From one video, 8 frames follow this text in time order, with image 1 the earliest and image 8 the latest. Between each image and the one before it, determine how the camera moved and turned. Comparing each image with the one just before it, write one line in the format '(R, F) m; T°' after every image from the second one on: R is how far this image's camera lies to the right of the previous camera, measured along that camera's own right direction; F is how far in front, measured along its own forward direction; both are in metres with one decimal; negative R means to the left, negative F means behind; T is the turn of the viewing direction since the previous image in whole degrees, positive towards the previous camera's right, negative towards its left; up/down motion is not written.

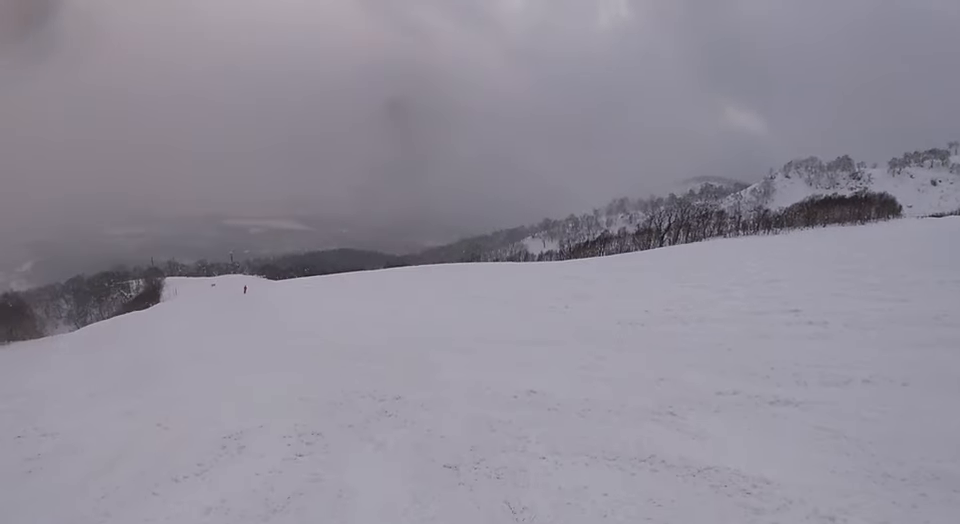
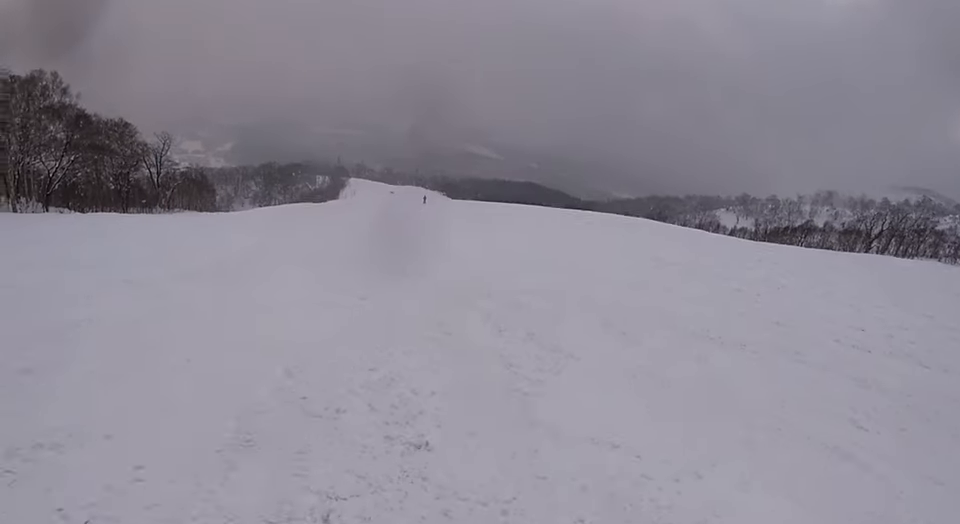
(-0.5, +5.2) m; -10°
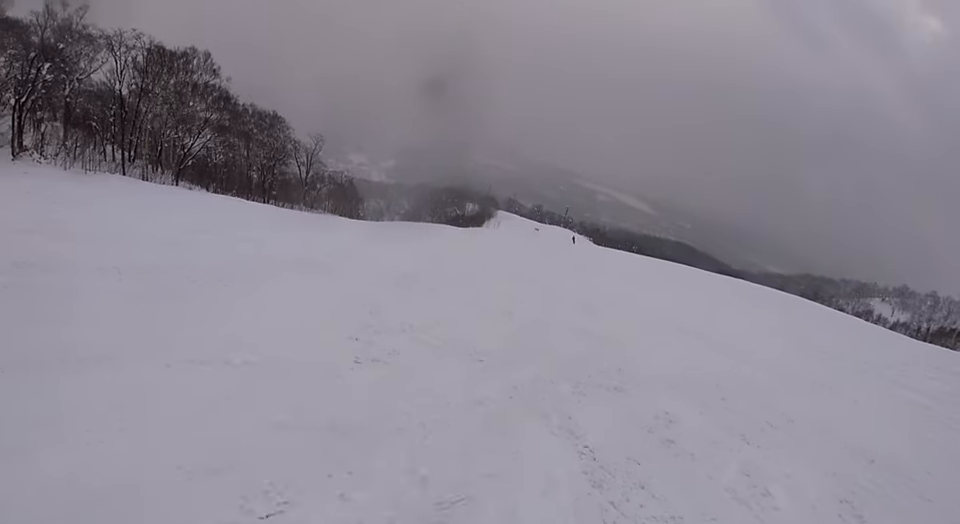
(-0.6, +6.2) m; -8°
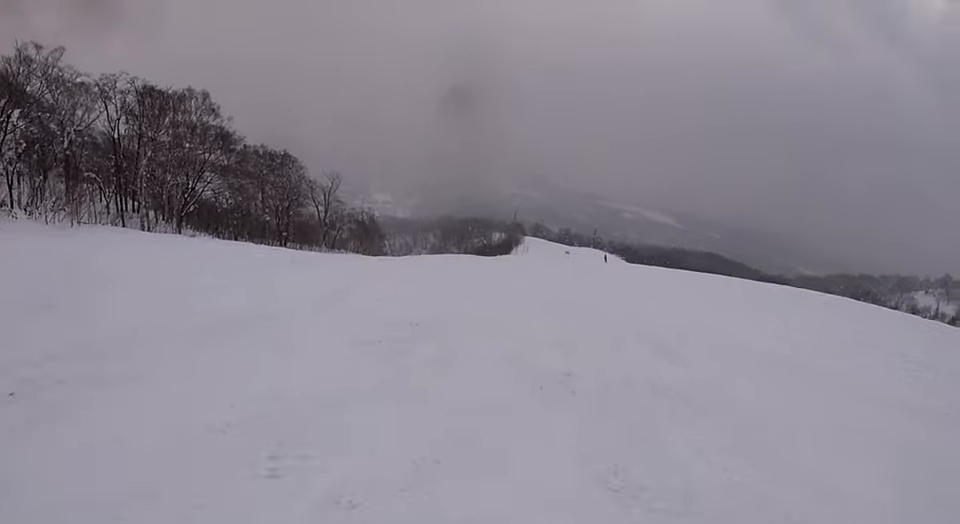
(-0.9, +5.8) m; -4°
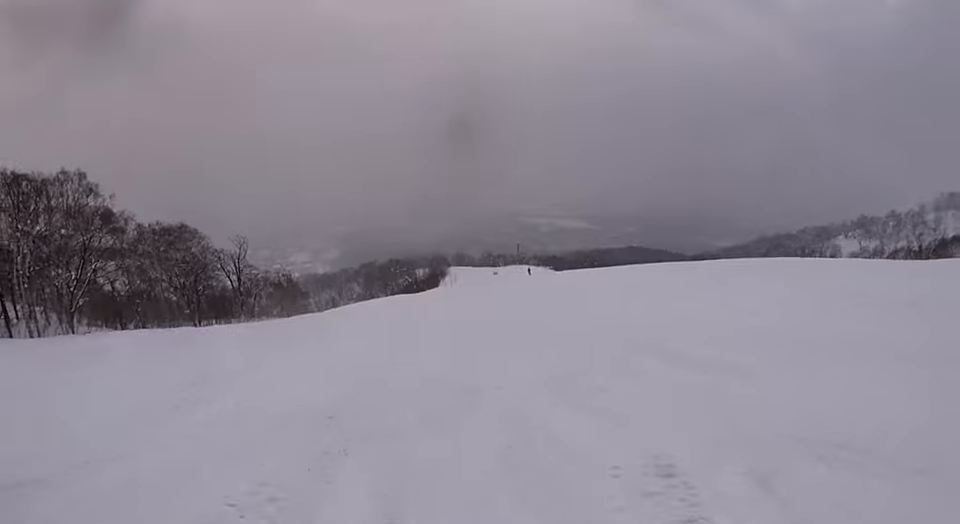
(+0.3, +5.5) m; +5°
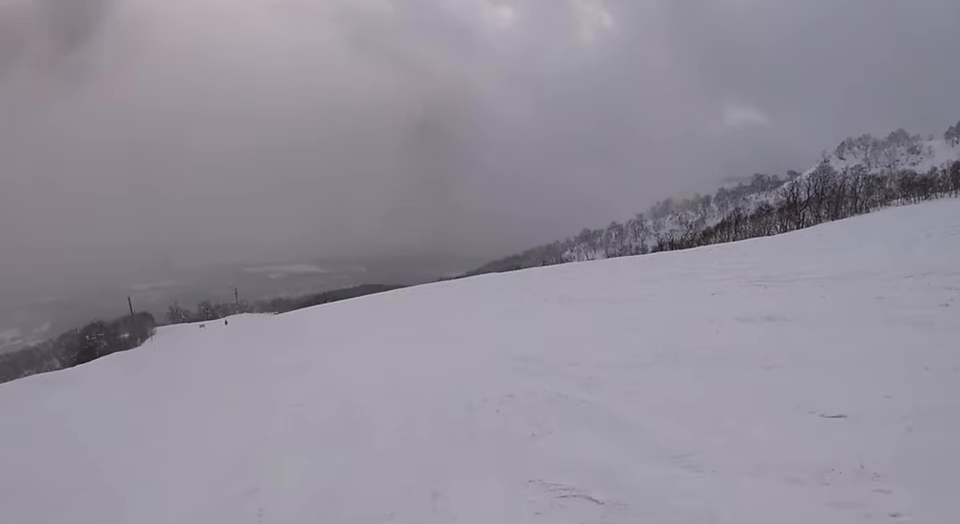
(+5.2, +22.0) m; +22°
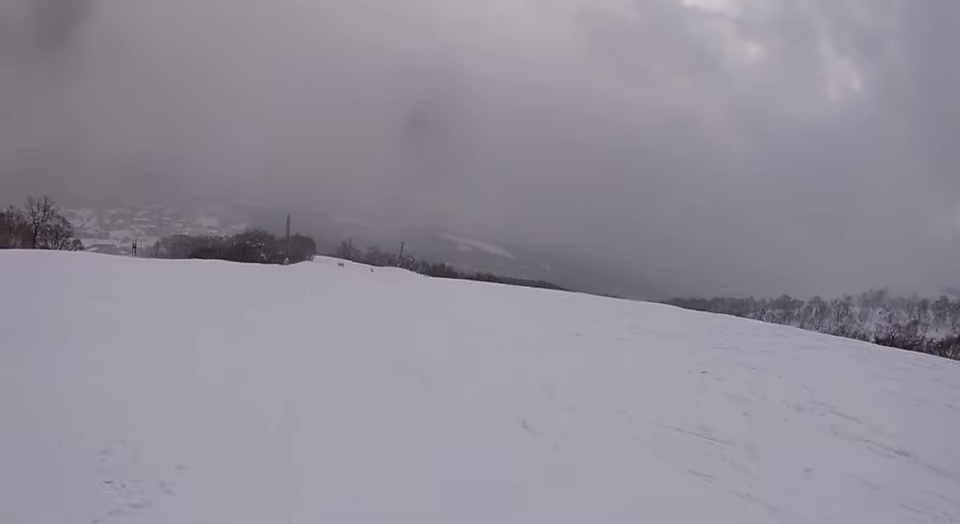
(-0.9, +15.2) m; -18°
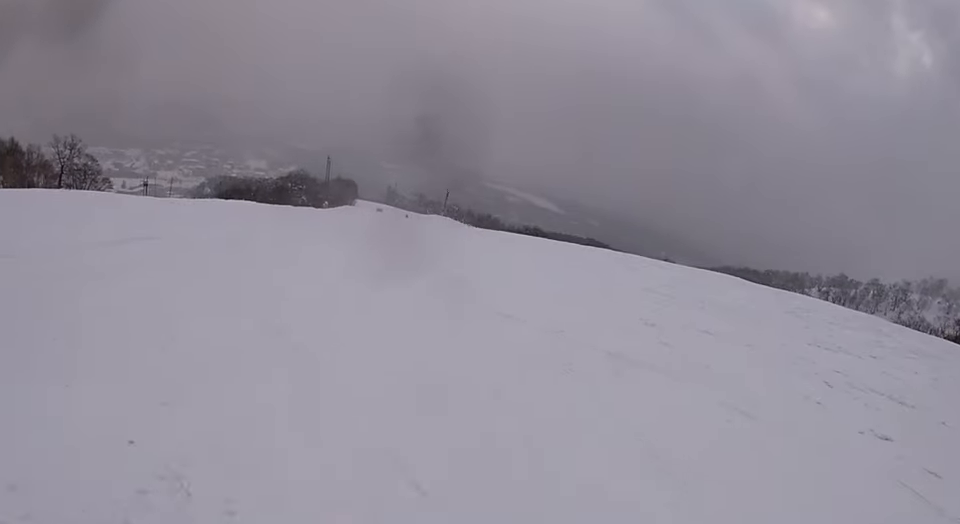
(-0.6, +5.2) m; -12°
